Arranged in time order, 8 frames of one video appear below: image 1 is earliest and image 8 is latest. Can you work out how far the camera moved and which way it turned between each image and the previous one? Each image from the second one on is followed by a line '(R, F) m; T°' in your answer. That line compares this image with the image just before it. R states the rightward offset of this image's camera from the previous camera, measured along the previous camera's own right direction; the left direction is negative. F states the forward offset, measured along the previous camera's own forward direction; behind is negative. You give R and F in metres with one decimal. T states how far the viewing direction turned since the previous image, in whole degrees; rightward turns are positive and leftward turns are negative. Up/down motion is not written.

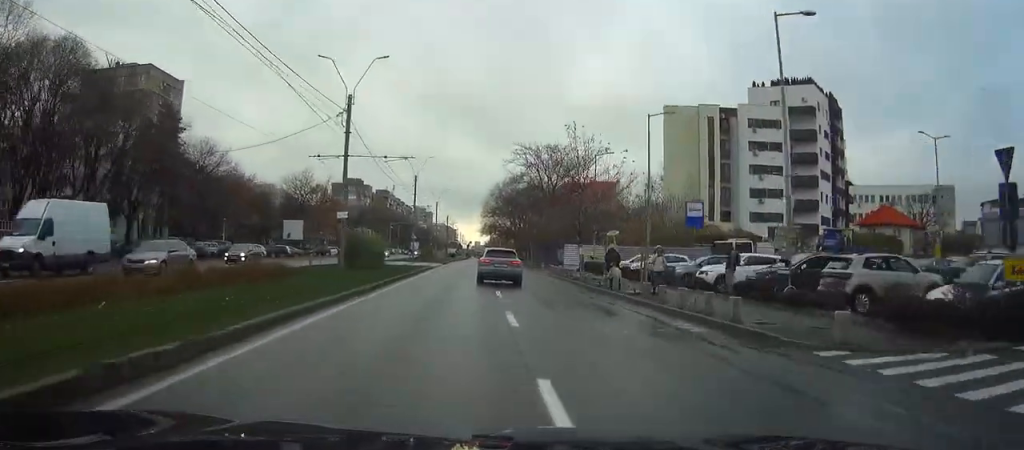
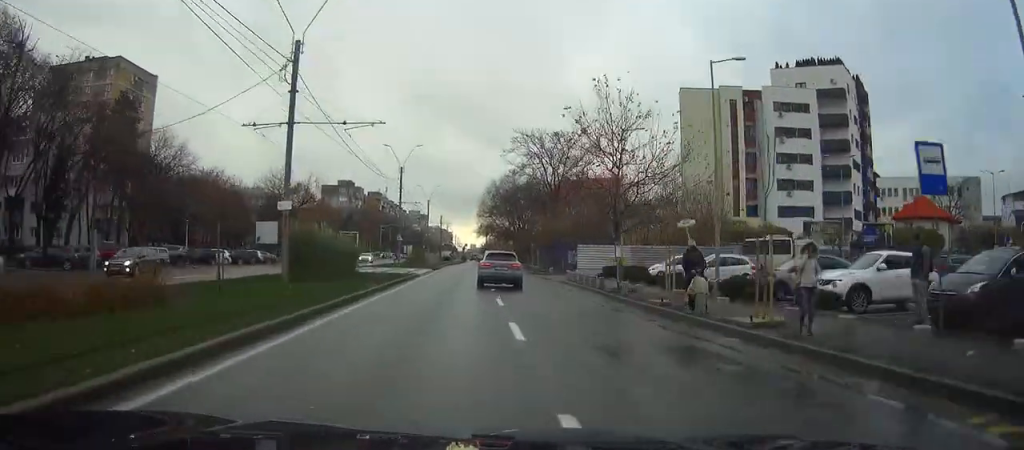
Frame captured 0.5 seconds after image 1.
(0.0, +10.6) m; 0°
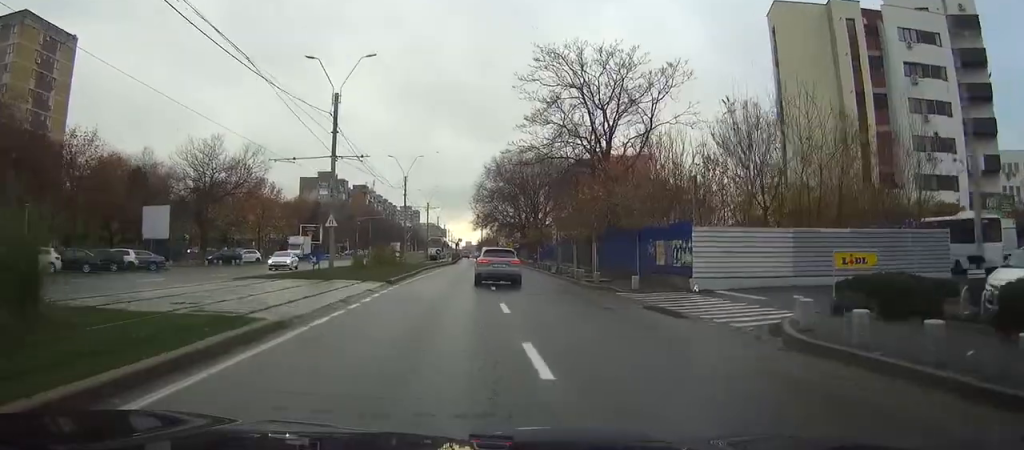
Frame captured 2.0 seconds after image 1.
(+0.1, +30.4) m; +1°
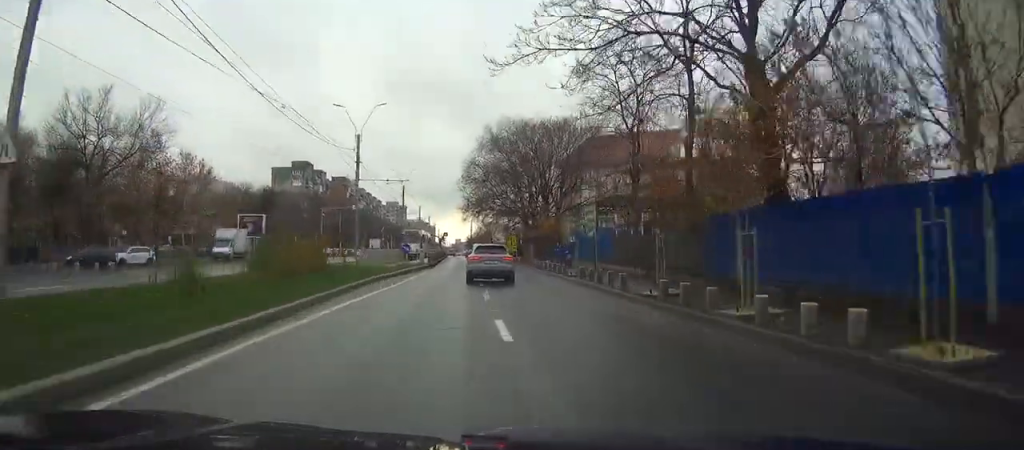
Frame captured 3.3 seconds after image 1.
(+0.2, +25.8) m; +1°
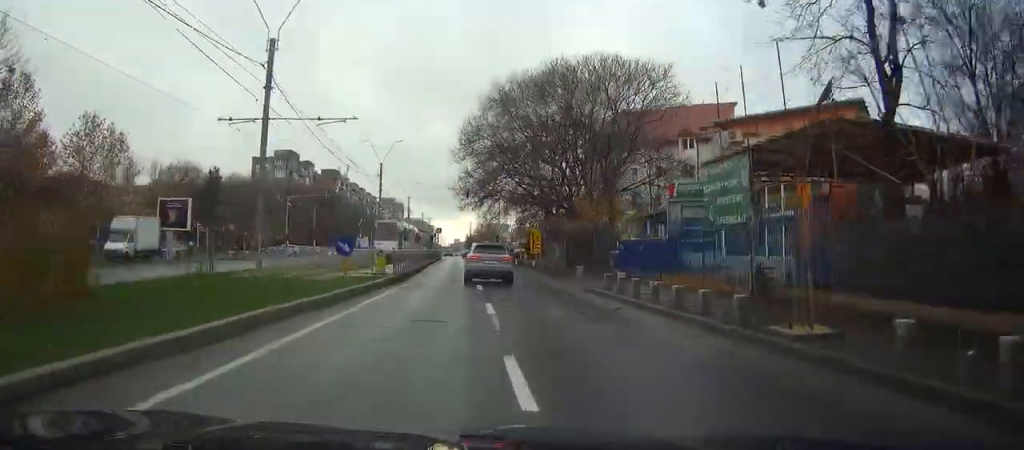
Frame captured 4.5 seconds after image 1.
(+0.1, +23.5) m; 0°
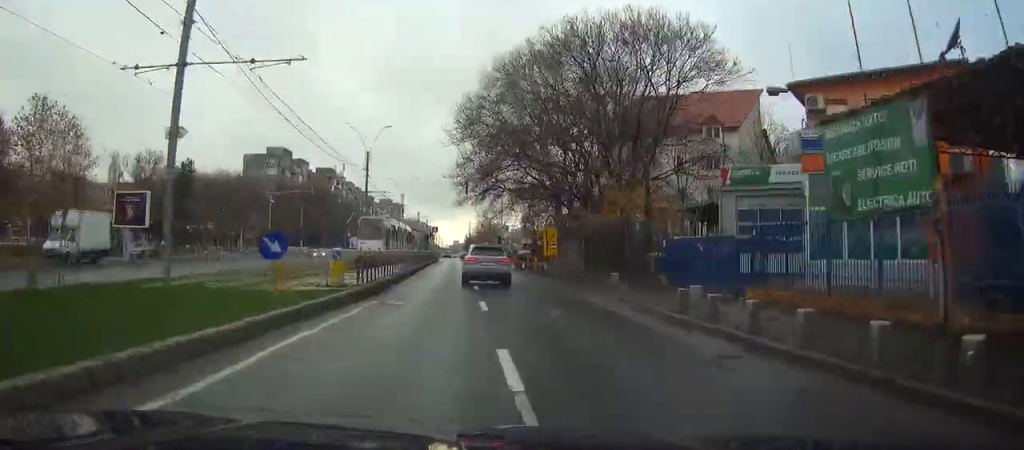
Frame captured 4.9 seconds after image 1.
(-0.1, +8.6) m; 0°
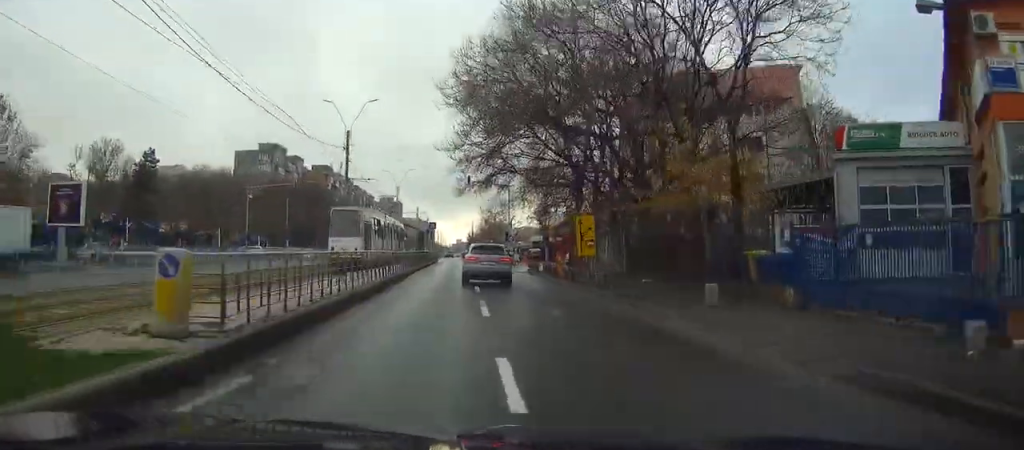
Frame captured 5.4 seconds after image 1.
(0.0, +10.5) m; 0°
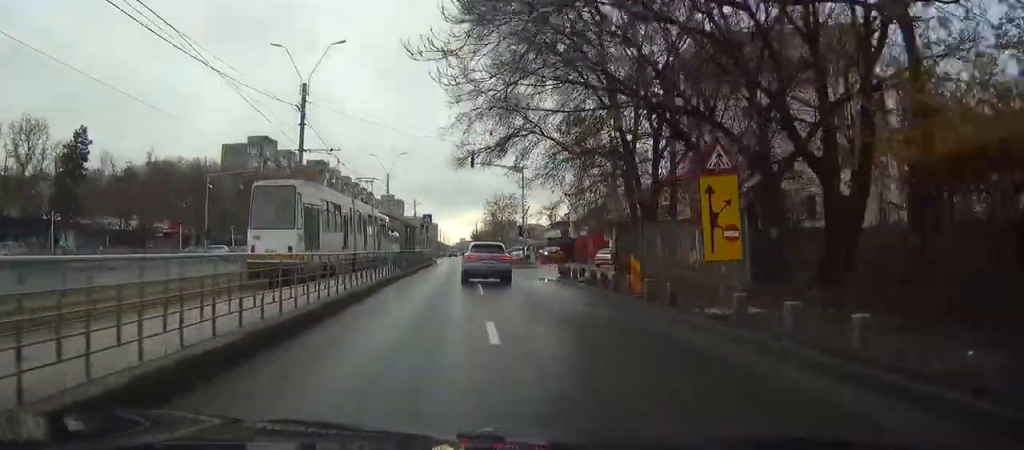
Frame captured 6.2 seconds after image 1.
(+0.1, +14.2) m; 0°
